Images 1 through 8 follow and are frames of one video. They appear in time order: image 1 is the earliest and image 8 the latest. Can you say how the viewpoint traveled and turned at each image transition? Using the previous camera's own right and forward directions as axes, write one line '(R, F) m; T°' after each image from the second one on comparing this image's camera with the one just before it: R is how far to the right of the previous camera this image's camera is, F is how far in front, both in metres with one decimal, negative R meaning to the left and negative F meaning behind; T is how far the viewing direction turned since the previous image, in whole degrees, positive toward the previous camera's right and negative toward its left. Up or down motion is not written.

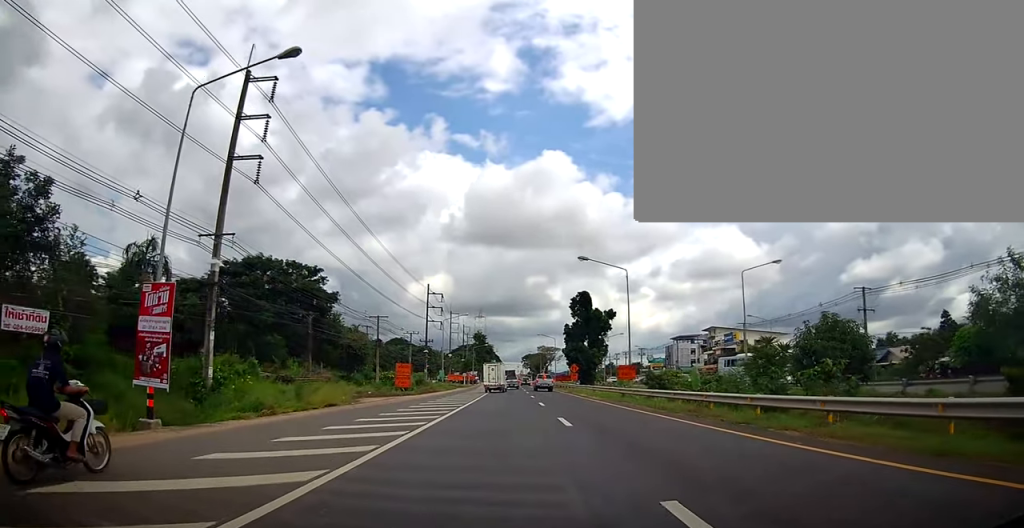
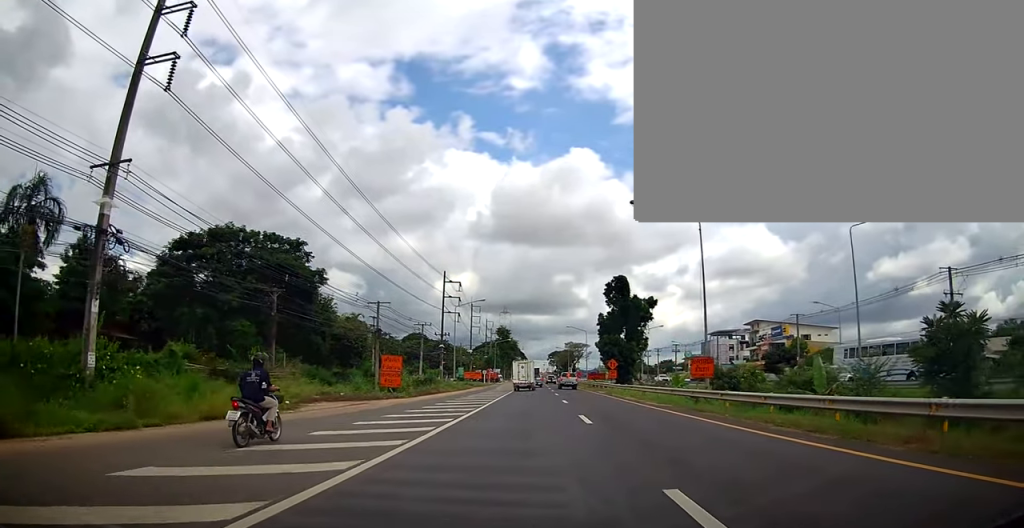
(-0.4, +10.2) m; -2°
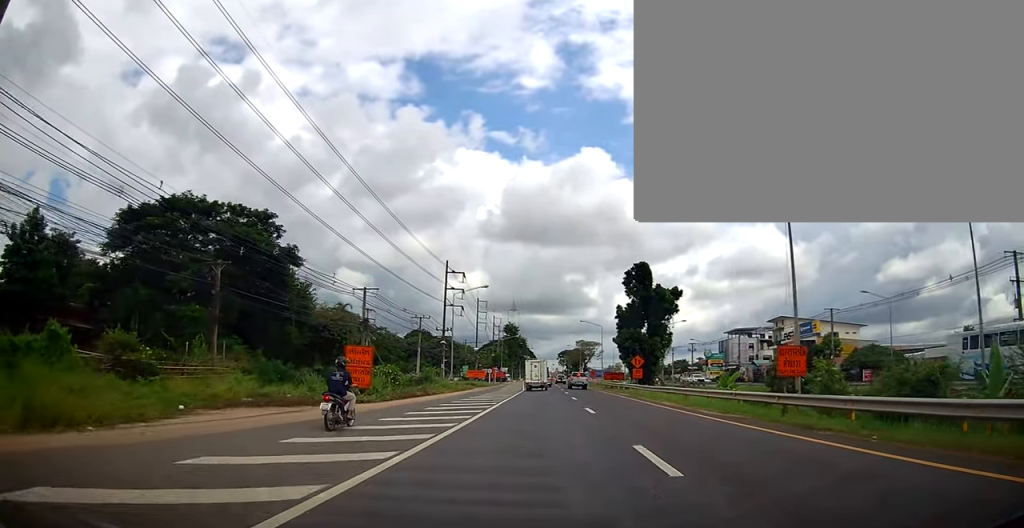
(0.0, +8.0) m; 0°
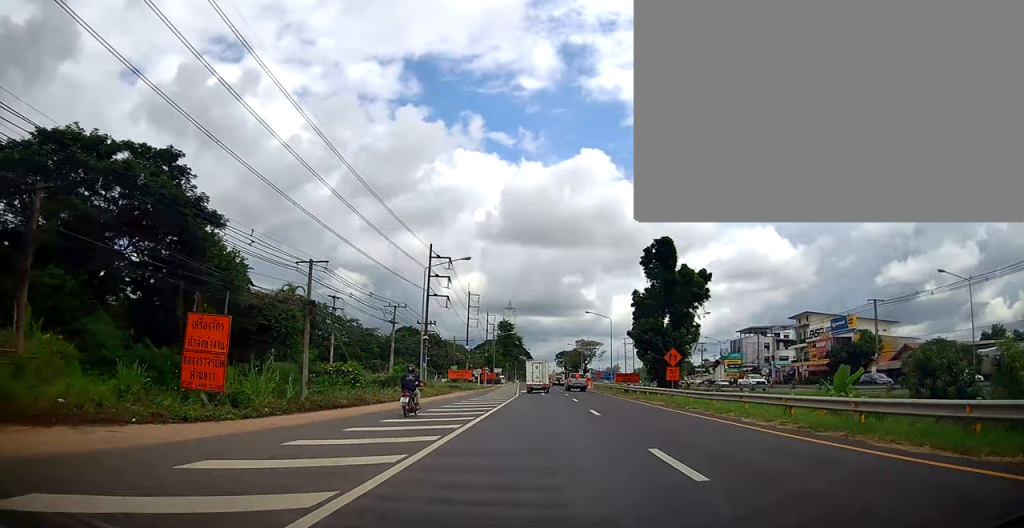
(0.0, +12.4) m; 0°
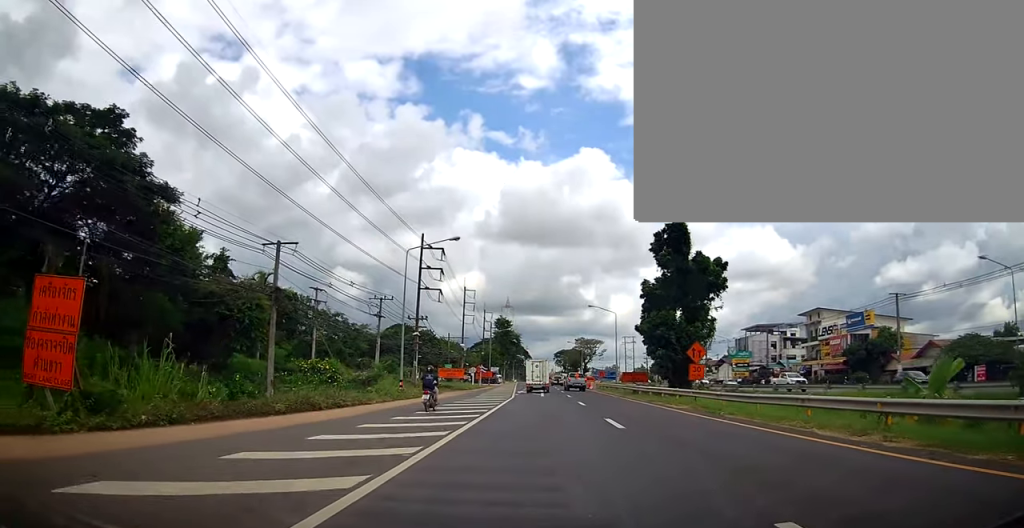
(0.0, +5.3) m; 0°
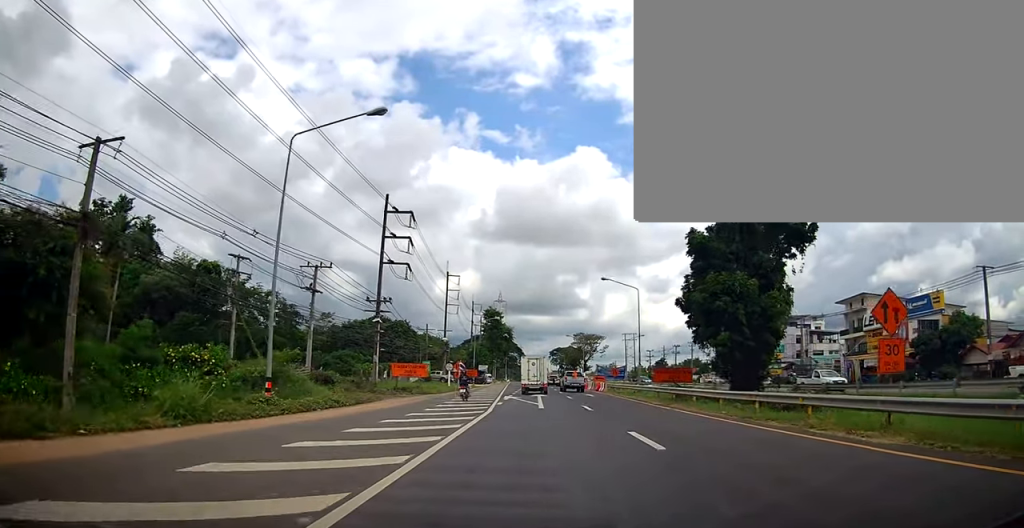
(0.0, +17.0) m; 0°
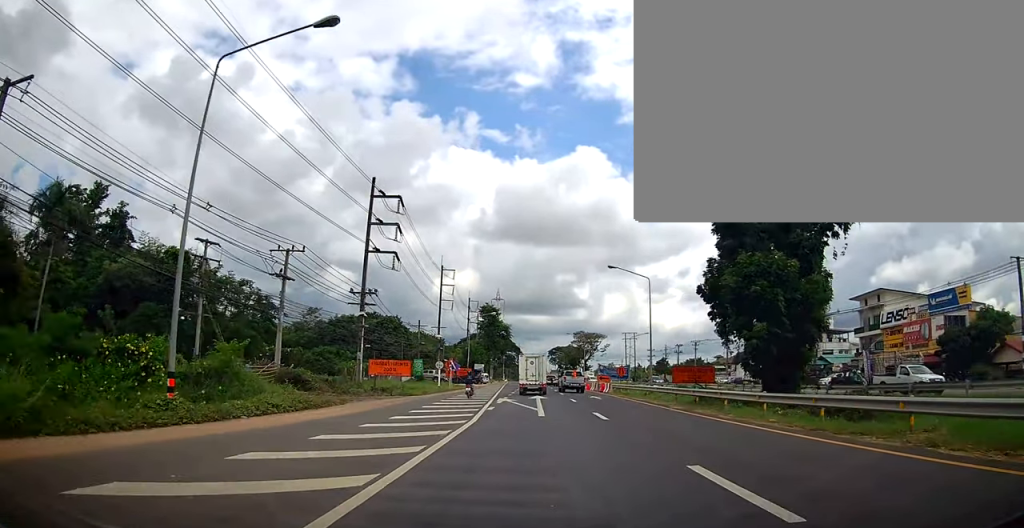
(0.0, +5.1) m; 0°
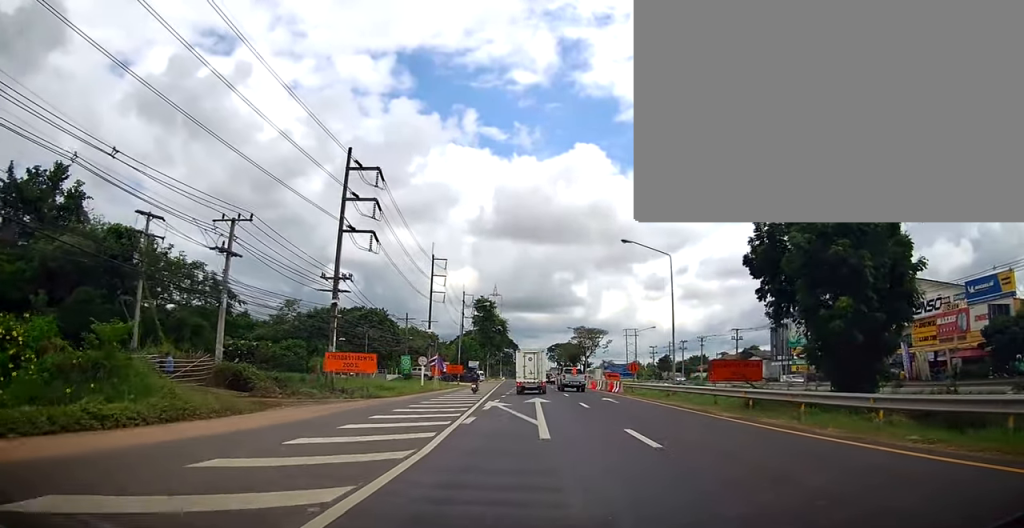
(0.0, +7.4) m; +2°
